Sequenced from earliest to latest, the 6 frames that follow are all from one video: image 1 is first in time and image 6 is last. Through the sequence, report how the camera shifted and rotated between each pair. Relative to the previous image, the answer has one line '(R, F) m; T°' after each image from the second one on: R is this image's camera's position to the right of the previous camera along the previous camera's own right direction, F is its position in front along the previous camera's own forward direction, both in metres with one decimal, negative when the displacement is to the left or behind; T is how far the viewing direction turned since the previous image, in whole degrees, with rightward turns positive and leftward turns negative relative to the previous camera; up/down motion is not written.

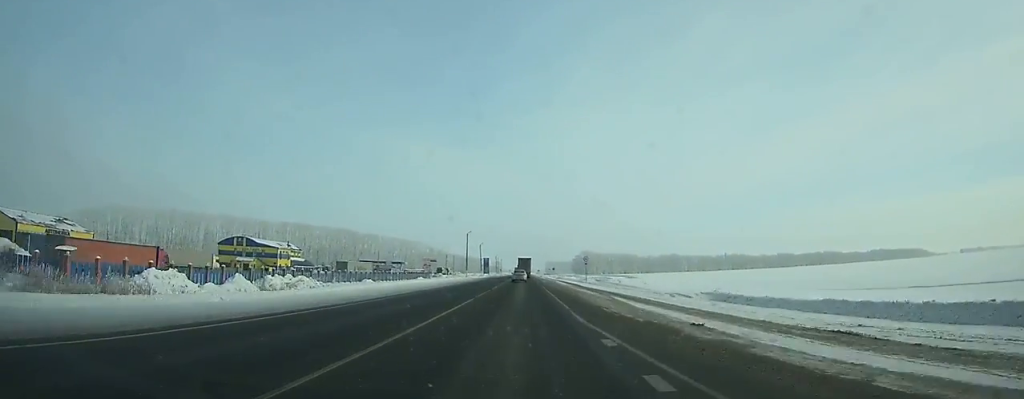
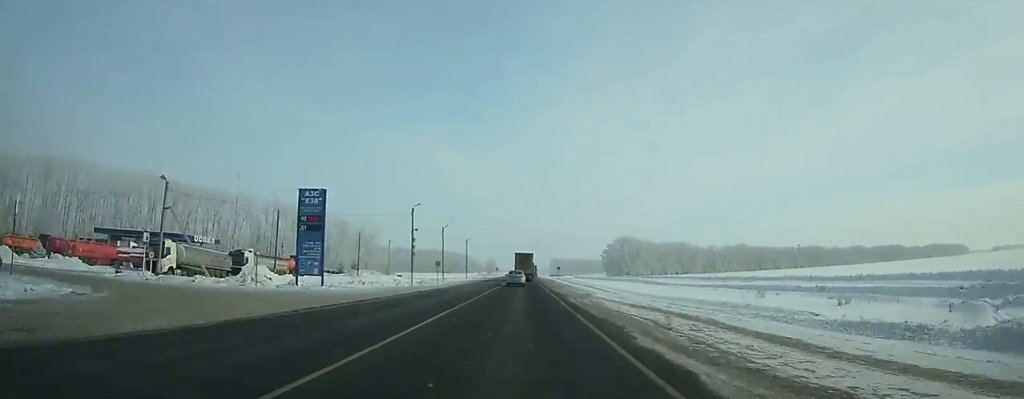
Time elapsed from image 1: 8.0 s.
(+0.7, +193.5) m; 0°
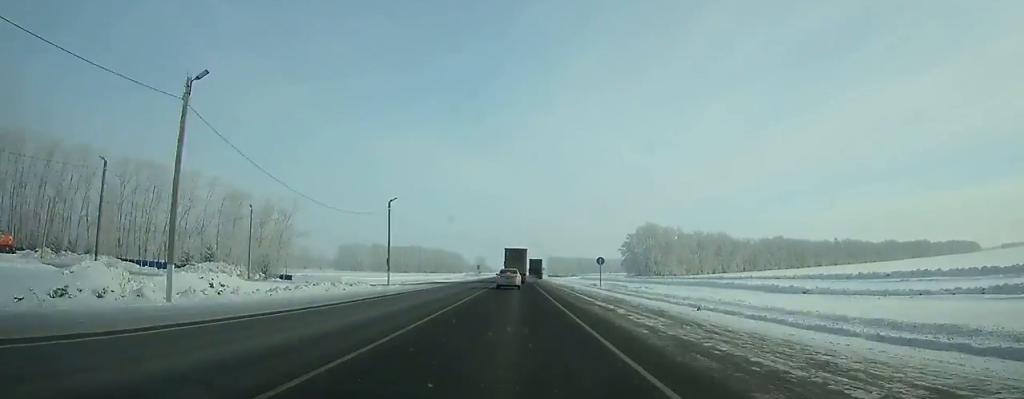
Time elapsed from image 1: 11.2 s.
(-0.1, +74.2) m; 0°
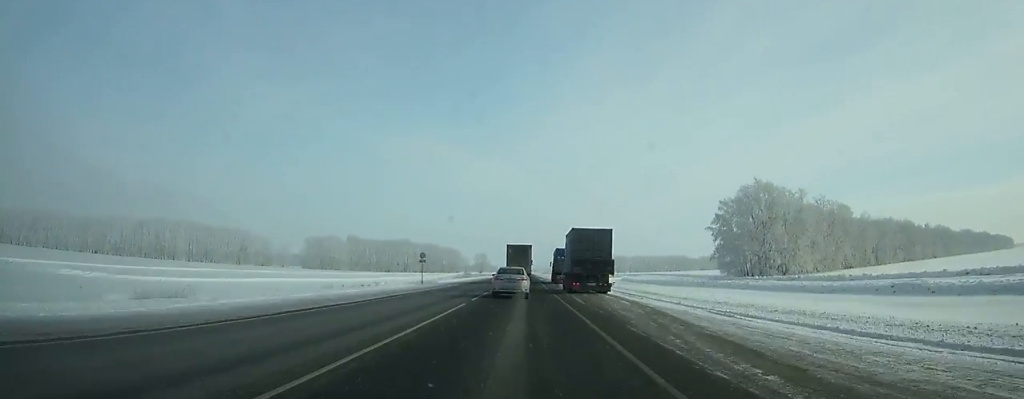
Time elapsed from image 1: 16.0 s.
(-0.3, +100.8) m; 0°
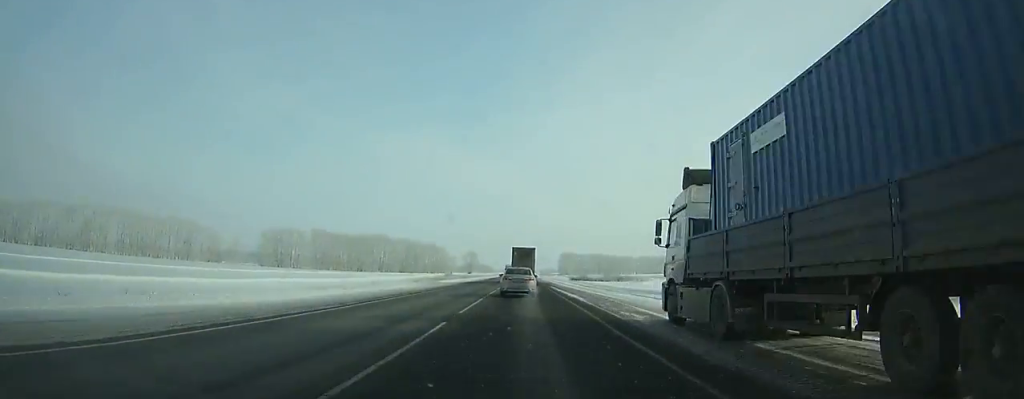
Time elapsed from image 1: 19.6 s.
(+0.2, +71.8) m; 0°
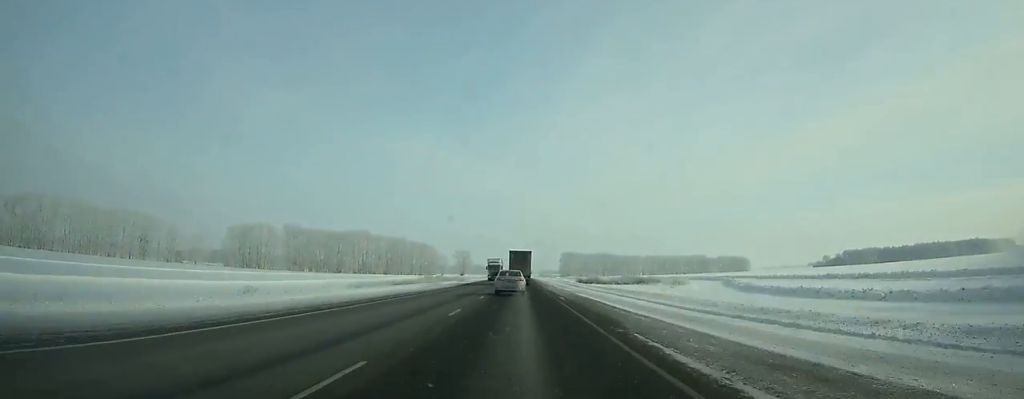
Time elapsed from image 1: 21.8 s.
(+0.1, +44.5) m; 0°
